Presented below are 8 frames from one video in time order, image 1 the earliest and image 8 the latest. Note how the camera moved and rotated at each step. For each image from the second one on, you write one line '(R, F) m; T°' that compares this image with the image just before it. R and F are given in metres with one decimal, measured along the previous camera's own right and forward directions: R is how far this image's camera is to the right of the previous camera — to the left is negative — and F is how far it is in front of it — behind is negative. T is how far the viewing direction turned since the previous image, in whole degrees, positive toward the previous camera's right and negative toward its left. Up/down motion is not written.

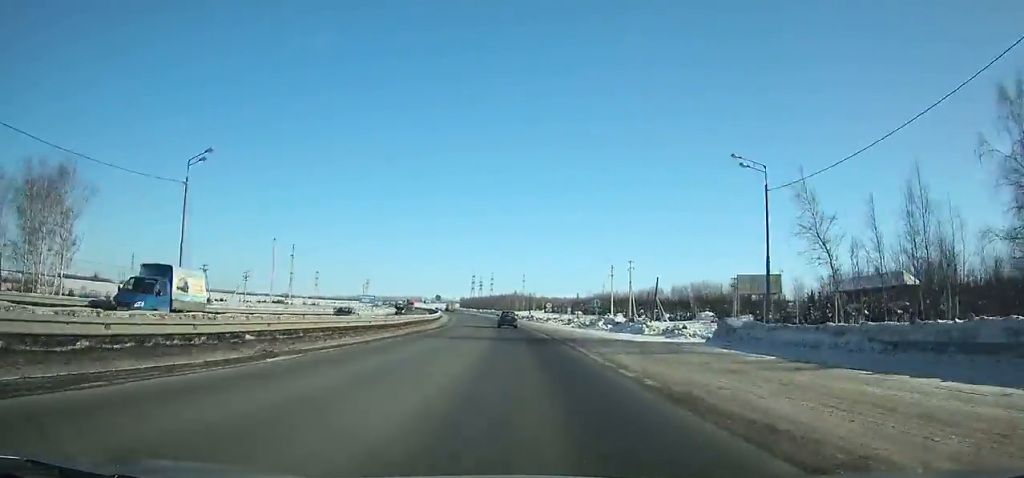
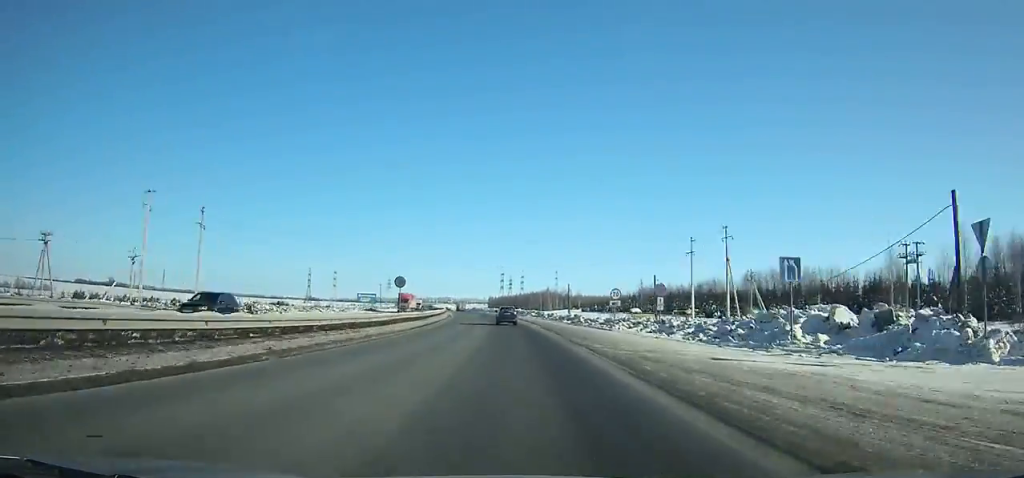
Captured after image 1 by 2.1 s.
(-0.7, +42.5) m; -3°
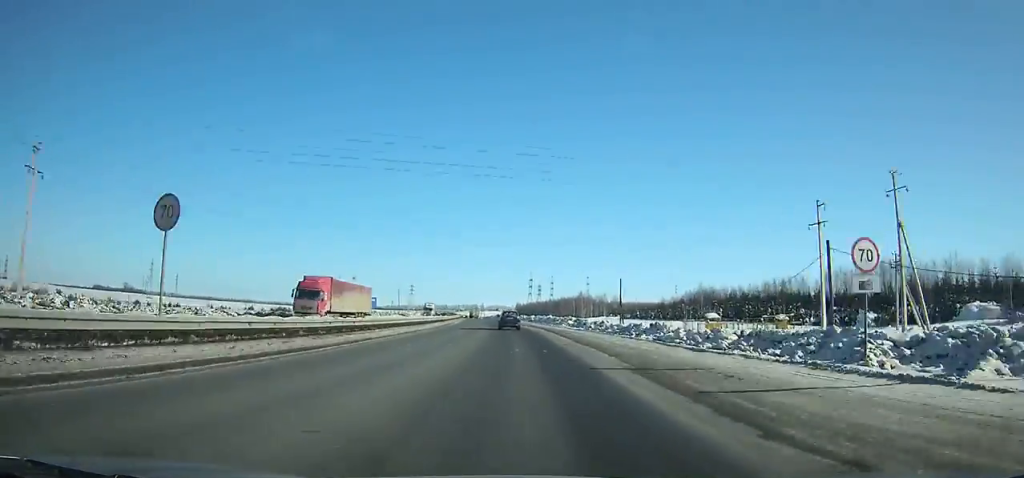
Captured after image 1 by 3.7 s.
(-0.6, +32.4) m; -2°
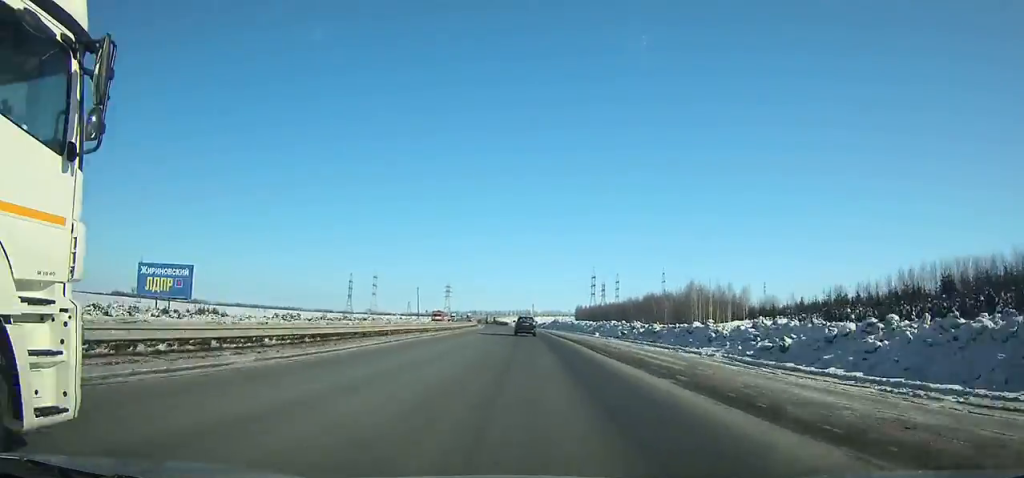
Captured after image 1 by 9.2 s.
(-6.1, +111.5) m; -5°
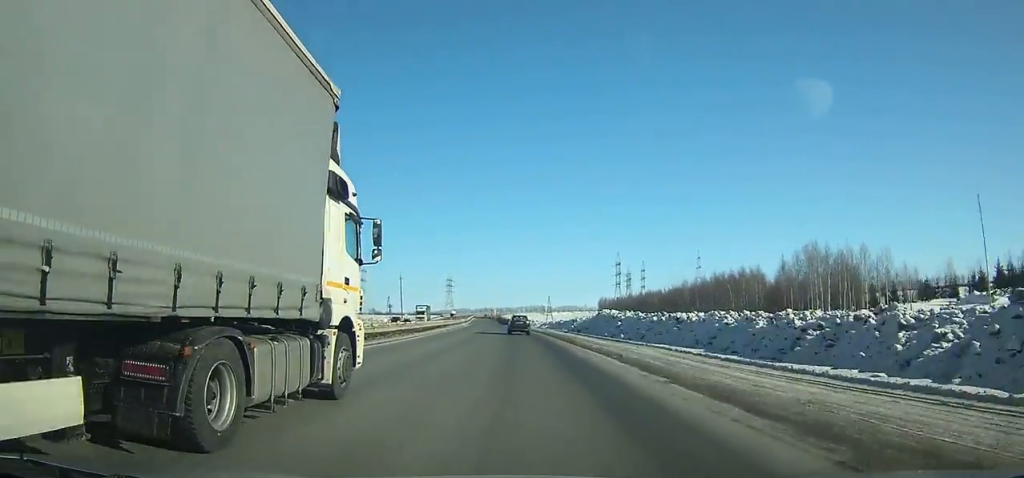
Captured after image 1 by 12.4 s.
(-1.3, +65.8) m; -2°
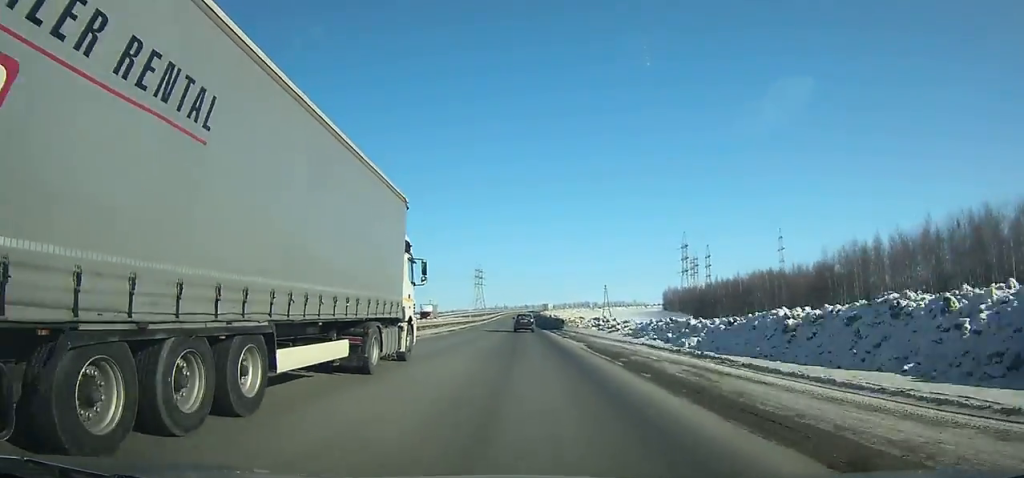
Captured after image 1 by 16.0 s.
(-1.7, +74.7) m; -2°
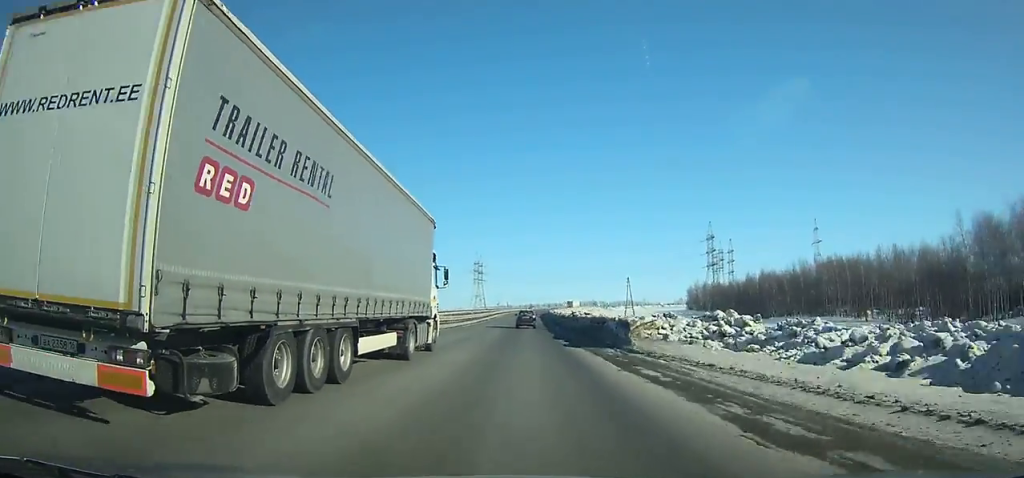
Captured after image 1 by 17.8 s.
(-0.5, +37.5) m; -1°
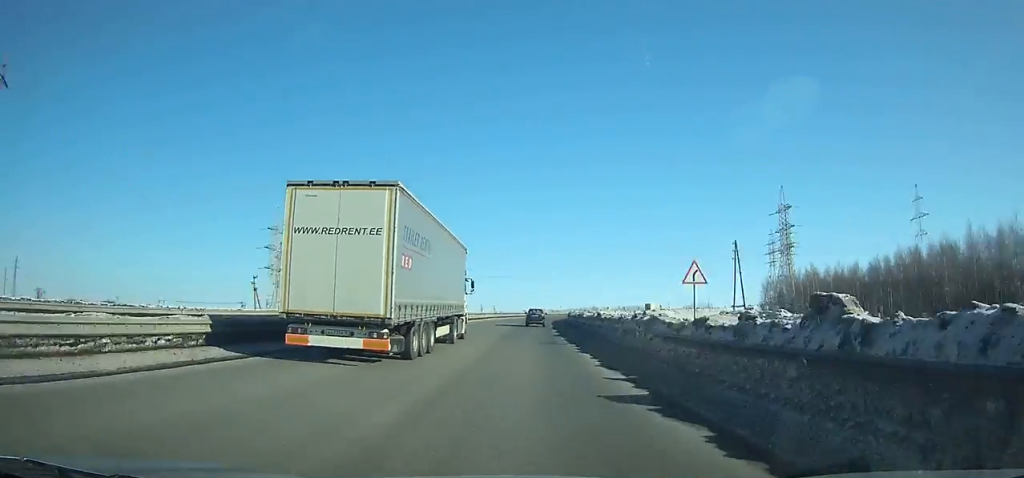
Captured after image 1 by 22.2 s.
(-0.5, +92.0) m; 0°
